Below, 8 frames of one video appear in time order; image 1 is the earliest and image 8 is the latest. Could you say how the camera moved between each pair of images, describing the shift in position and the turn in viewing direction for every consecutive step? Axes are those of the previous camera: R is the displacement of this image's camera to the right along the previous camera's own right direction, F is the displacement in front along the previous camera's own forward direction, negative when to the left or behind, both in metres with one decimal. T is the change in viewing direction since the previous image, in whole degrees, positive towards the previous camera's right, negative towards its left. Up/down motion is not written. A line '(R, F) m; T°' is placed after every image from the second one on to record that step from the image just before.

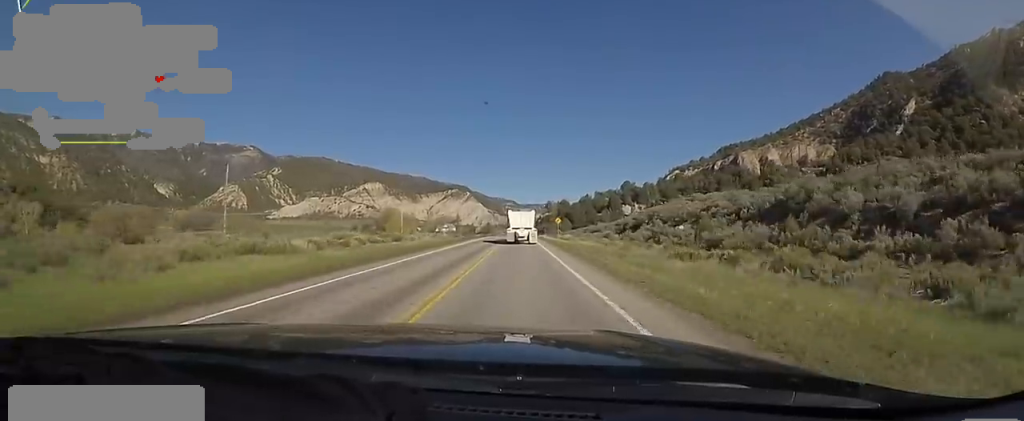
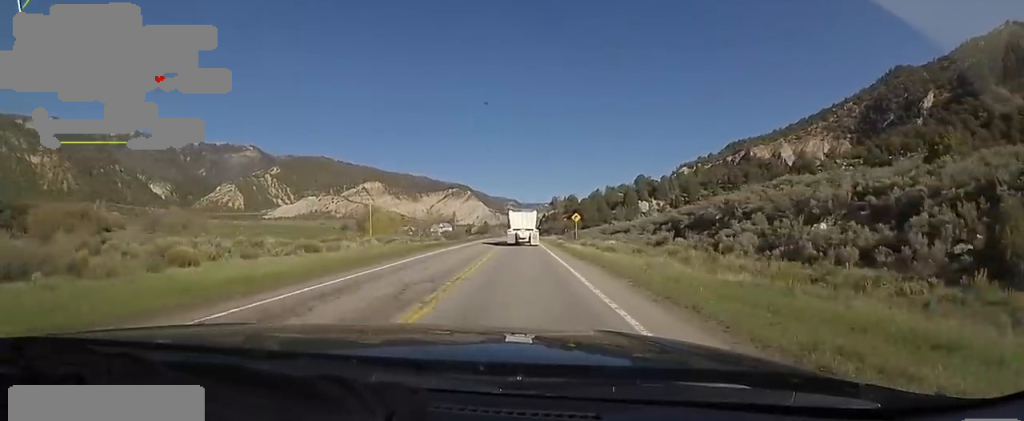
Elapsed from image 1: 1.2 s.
(+1.7, +26.8) m; +1°
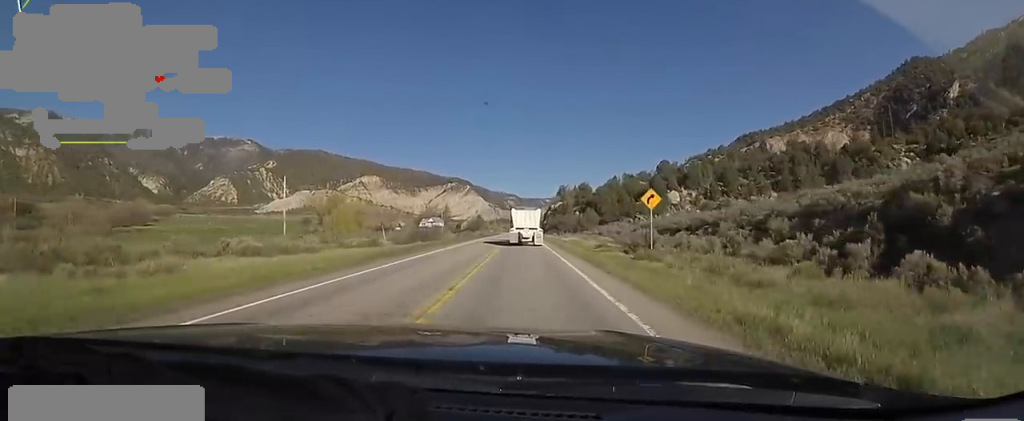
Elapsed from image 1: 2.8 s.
(-0.8, +35.2) m; -1°
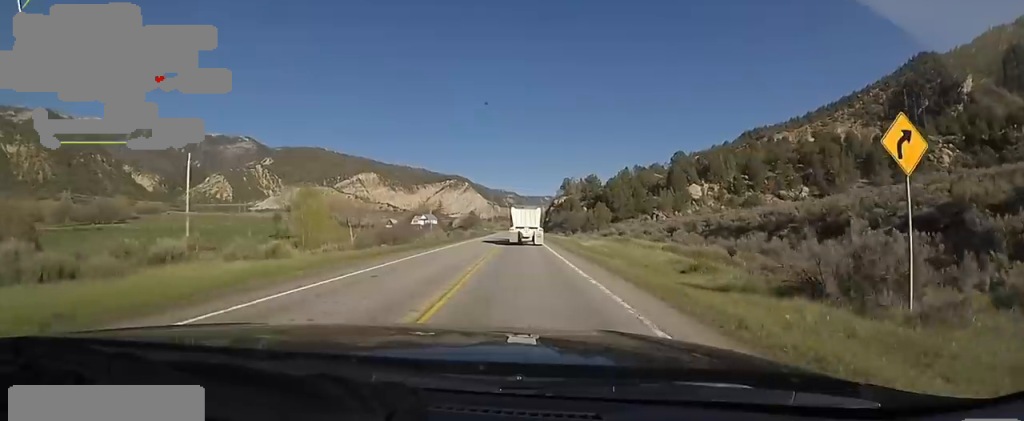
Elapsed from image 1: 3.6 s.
(-0.2, +18.7) m; 0°
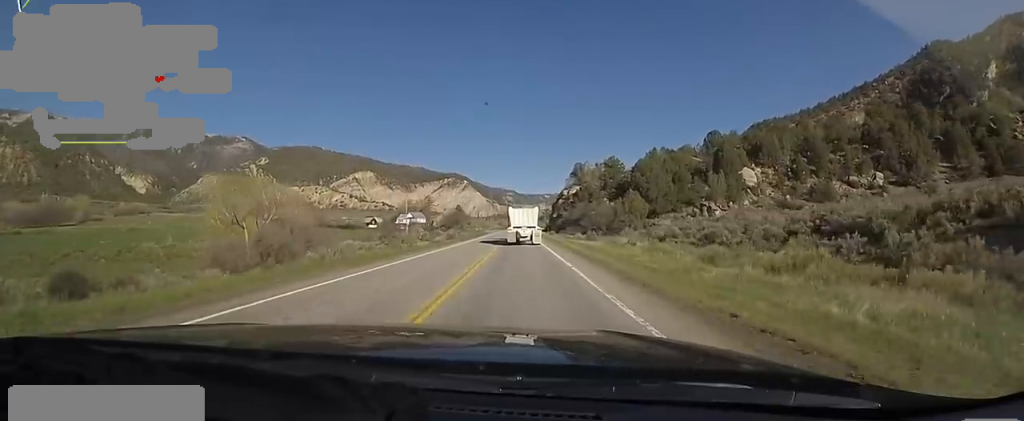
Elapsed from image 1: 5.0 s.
(+0.2, +32.1) m; 0°
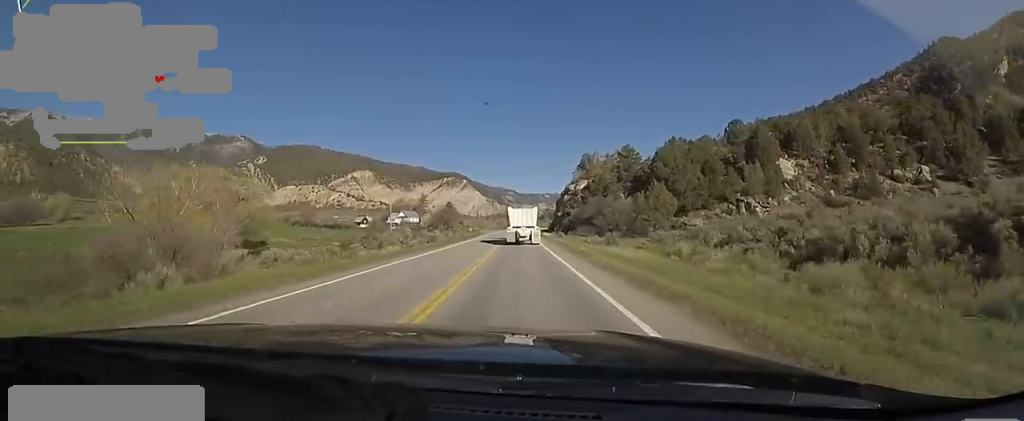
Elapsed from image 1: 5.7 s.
(-0.3, +14.7) m; -1°
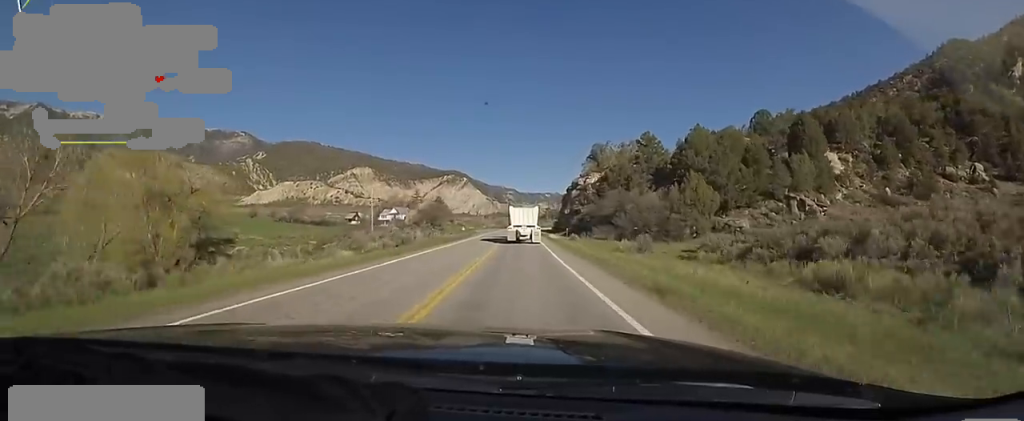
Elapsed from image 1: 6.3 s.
(-0.1, +13.9) m; 0°
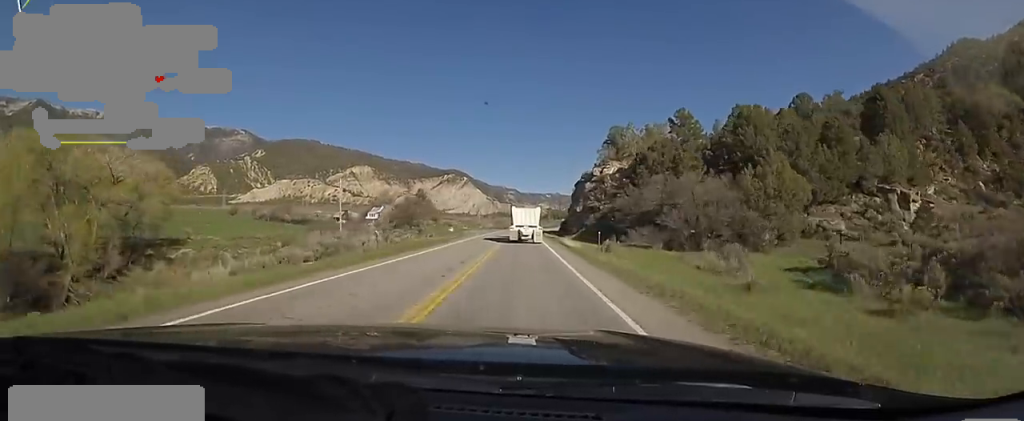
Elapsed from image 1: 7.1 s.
(0.0, +16.8) m; +1°
